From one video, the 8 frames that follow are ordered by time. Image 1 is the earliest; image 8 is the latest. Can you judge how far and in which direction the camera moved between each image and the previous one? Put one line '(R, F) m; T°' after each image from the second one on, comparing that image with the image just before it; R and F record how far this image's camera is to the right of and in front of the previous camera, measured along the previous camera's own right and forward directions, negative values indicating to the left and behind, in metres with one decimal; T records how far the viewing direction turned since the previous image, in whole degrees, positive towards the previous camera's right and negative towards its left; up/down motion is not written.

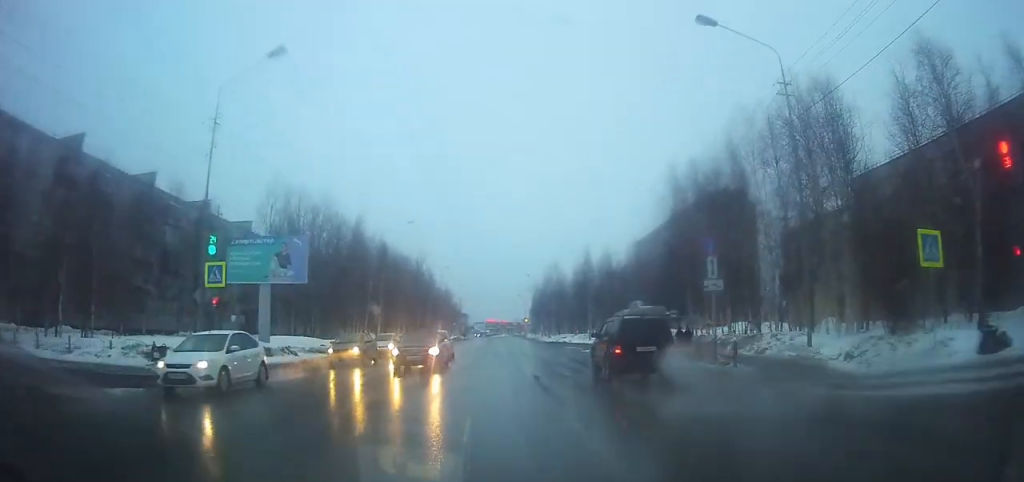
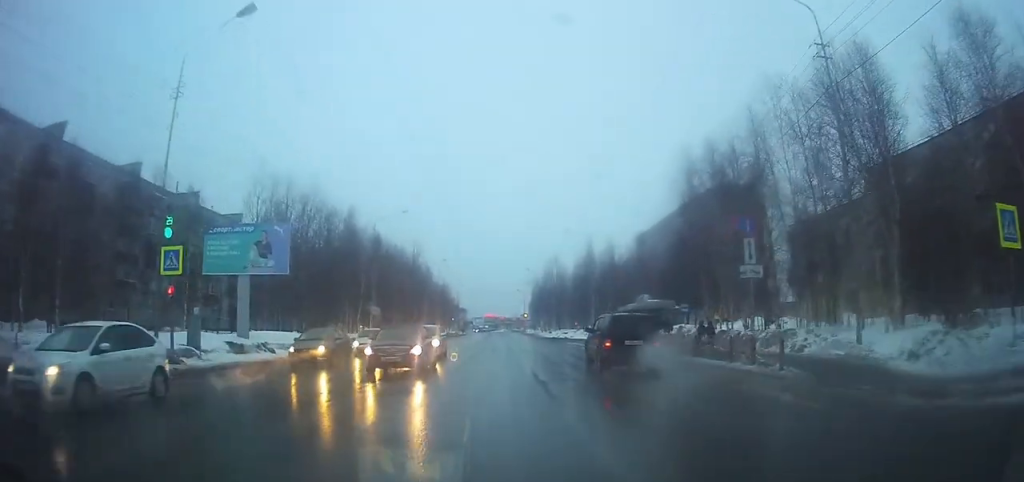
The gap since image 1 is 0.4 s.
(0.0, +2.4) m; 0°
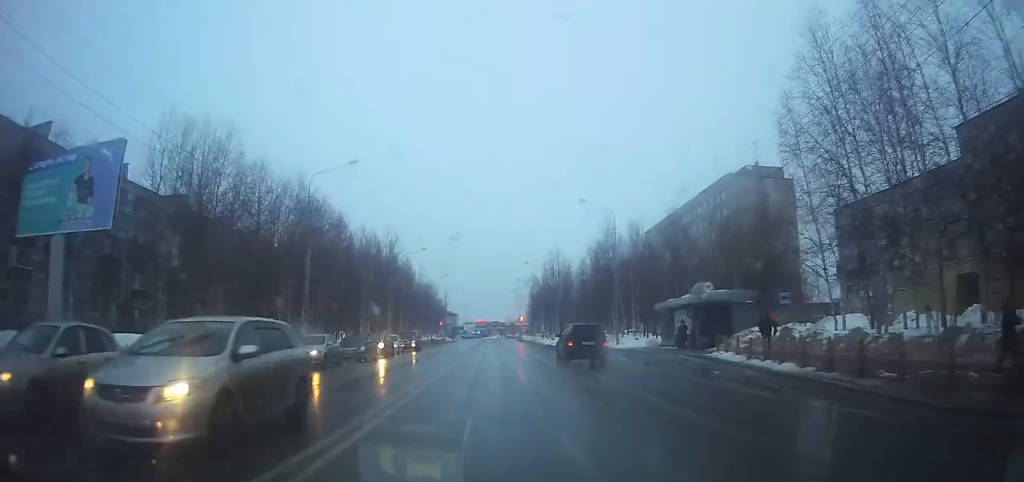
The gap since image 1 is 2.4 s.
(0.0, +16.0) m; +1°
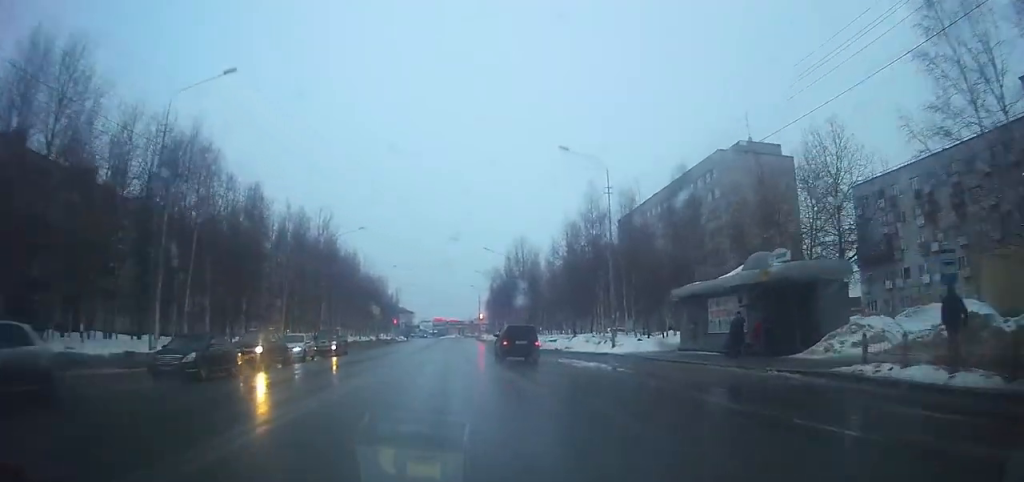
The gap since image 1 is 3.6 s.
(+0.2, +13.6) m; +3°
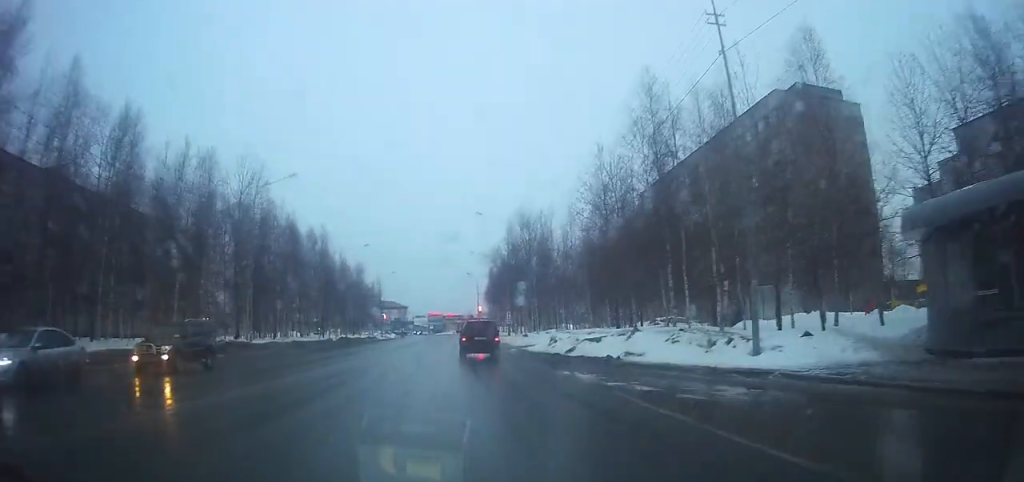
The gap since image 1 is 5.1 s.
(+0.4, +18.2) m; +1°
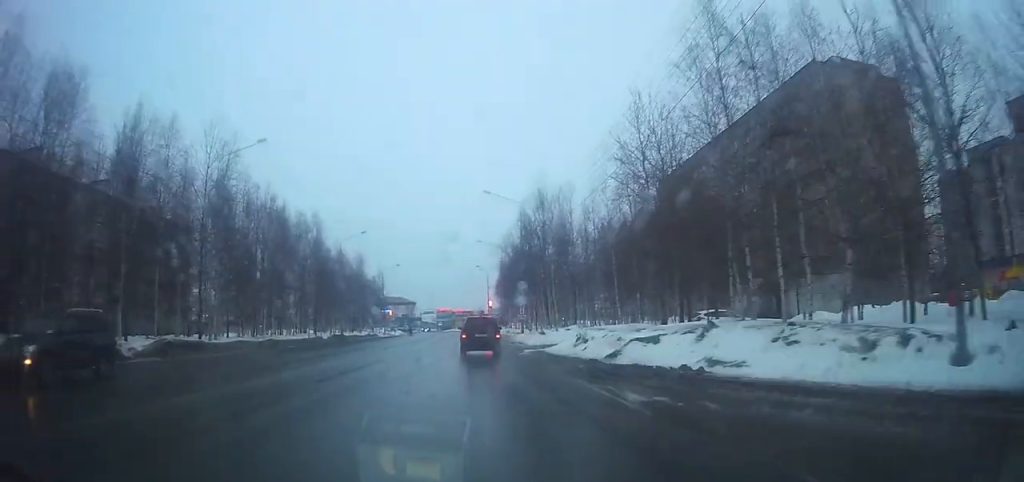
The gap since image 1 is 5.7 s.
(0.0, +6.8) m; 0°
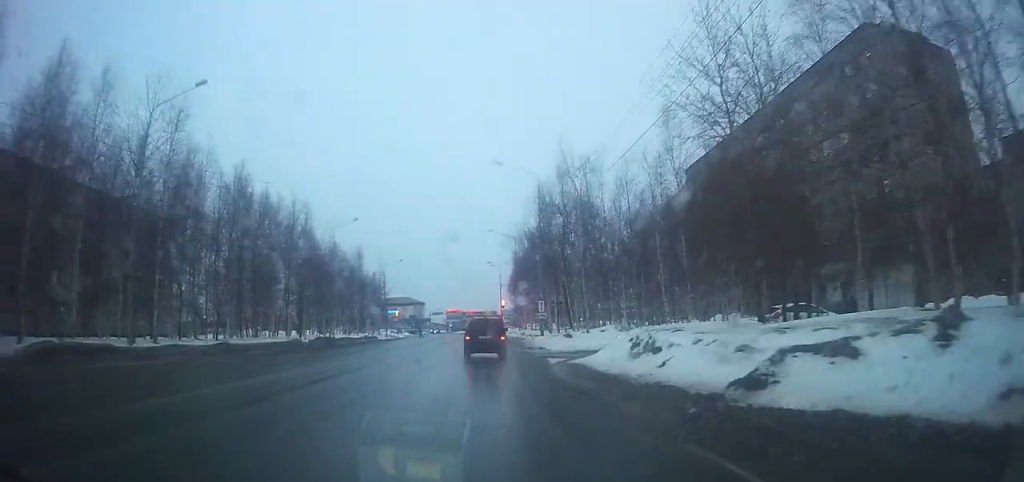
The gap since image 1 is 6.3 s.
(-0.1, +9.9) m; -1°
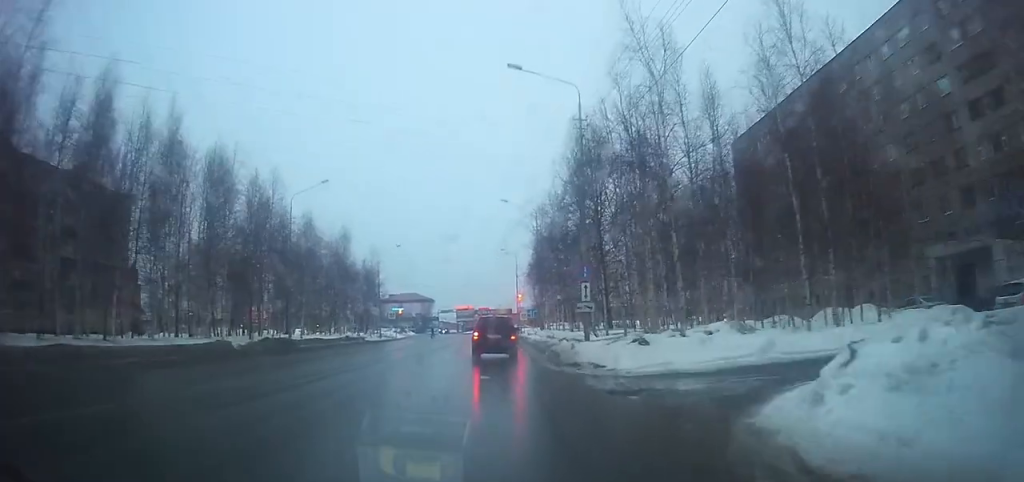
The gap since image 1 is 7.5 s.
(-0.2, +16.2) m; -2°
